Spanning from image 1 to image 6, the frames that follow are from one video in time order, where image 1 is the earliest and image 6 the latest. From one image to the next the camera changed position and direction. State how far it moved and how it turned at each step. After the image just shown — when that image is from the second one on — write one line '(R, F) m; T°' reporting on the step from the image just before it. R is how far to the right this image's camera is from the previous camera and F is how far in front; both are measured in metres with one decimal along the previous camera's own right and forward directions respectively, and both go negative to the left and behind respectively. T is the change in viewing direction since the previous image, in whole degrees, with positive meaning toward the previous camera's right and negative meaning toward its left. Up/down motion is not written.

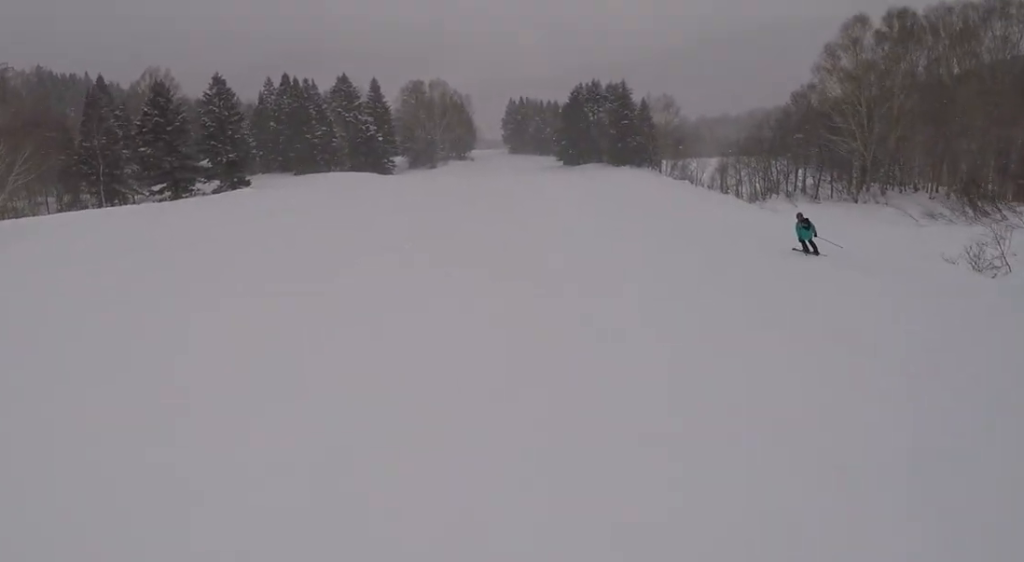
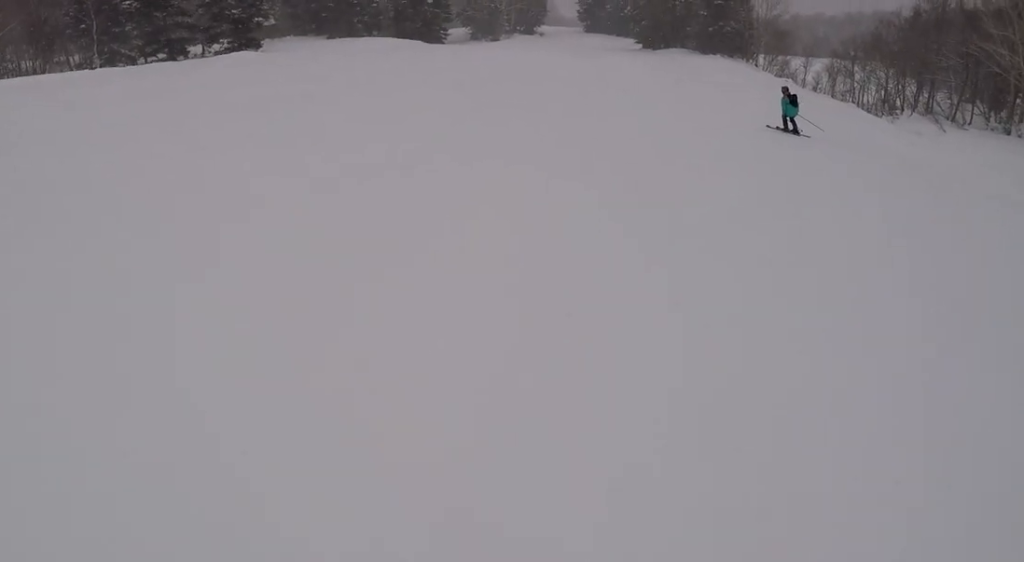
(+0.1, +11.6) m; +3°
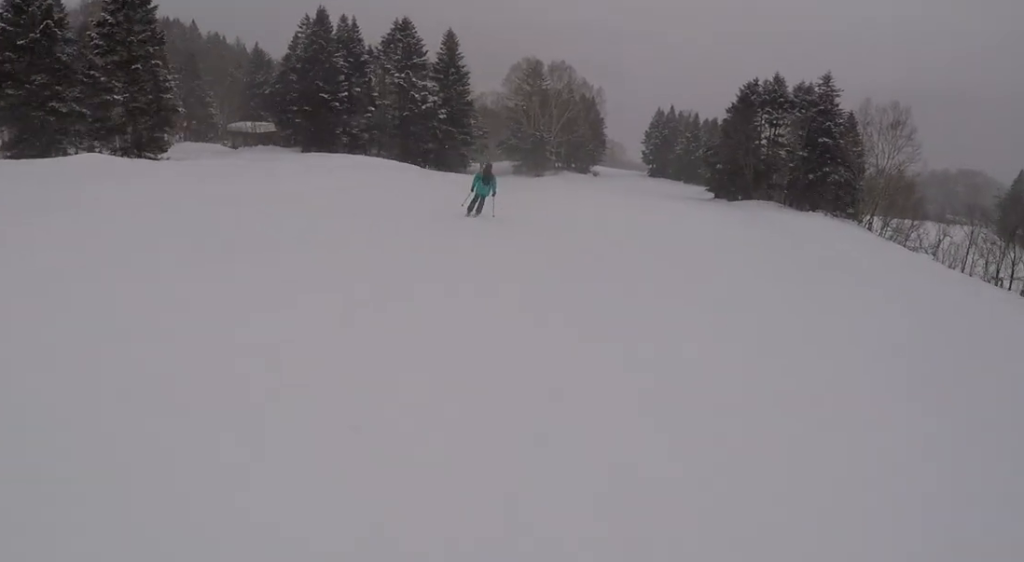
(-0.5, +21.1) m; -11°
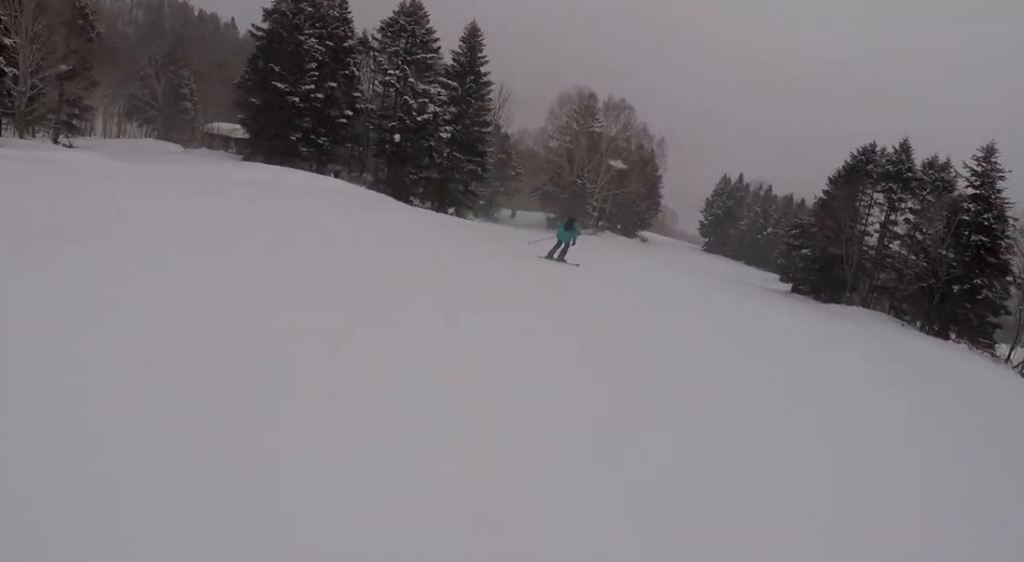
(-1.9, +17.4) m; -1°
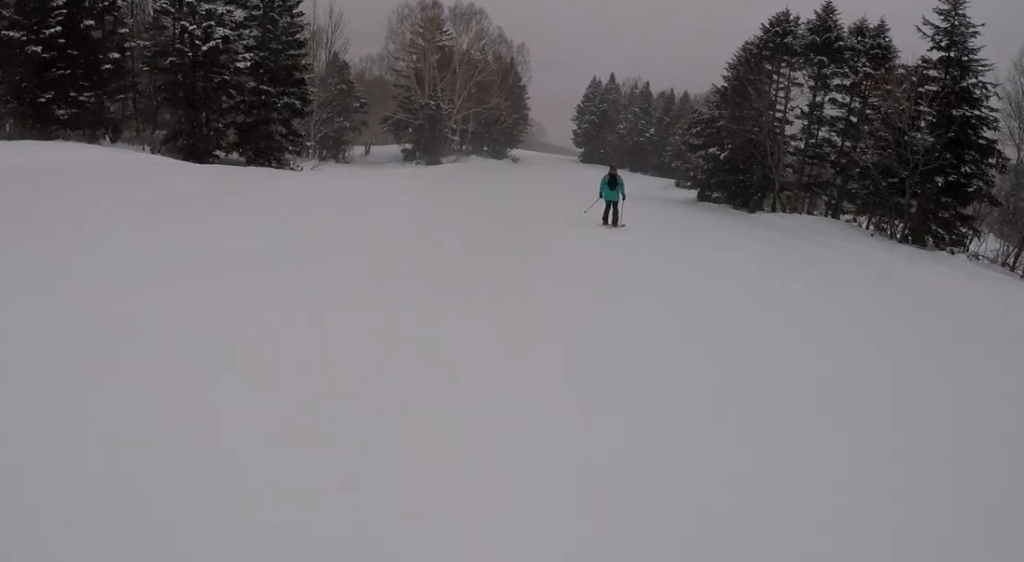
(+1.1, +10.8) m; +4°
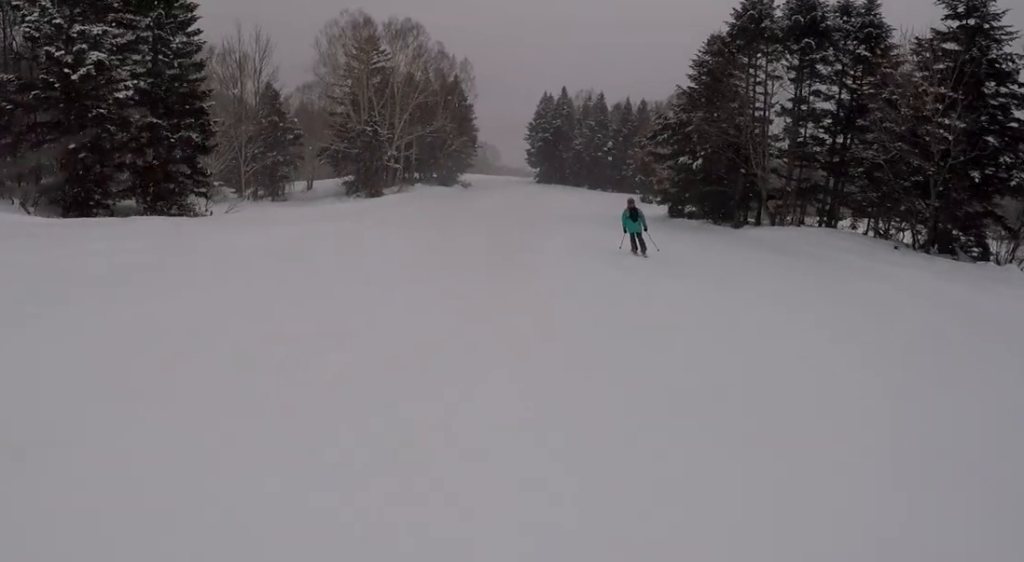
(-0.1, +6.4) m; +1°
